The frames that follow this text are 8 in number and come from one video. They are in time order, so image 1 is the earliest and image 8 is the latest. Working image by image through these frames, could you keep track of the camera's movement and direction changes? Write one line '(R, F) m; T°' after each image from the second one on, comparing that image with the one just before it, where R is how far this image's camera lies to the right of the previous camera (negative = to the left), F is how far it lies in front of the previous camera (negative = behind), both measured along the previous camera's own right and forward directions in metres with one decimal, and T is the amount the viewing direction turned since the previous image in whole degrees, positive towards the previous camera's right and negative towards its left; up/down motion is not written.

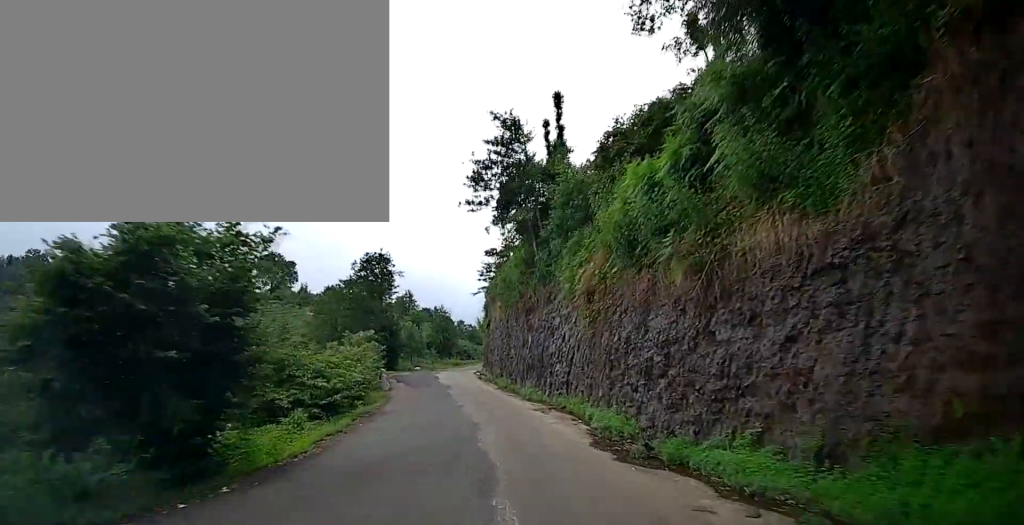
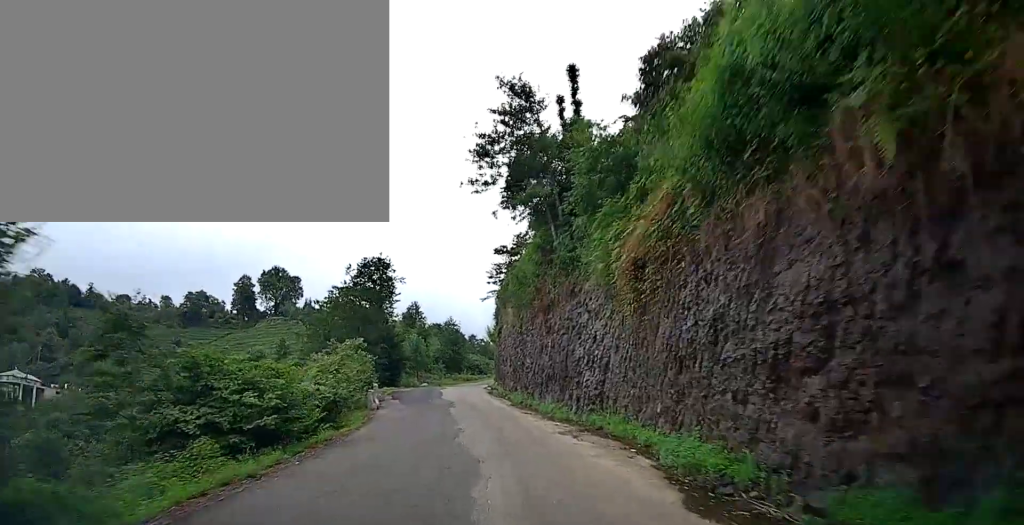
(-0.2, +6.0) m; -1°
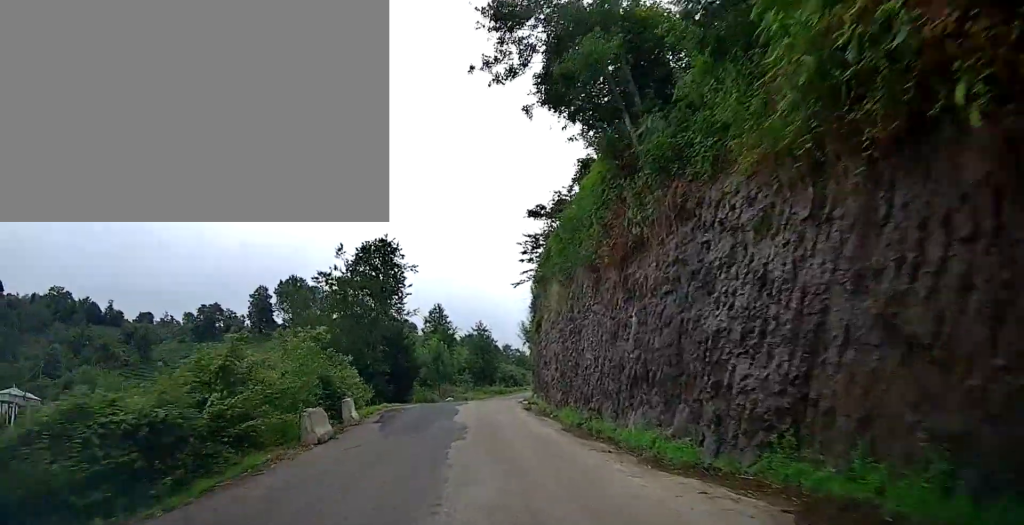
(-0.2, +12.2) m; -1°
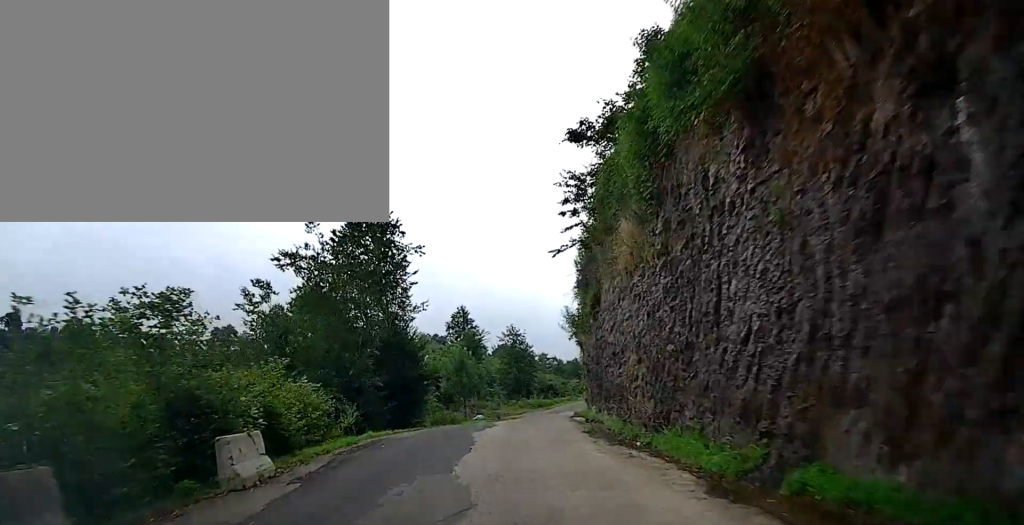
(0.0, +11.3) m; -4°
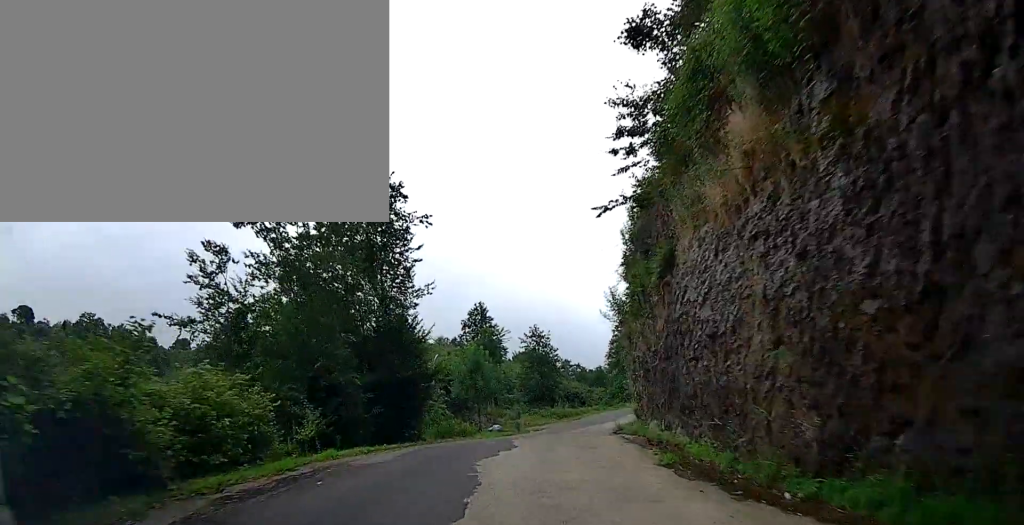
(-0.4, +7.2) m; -3°
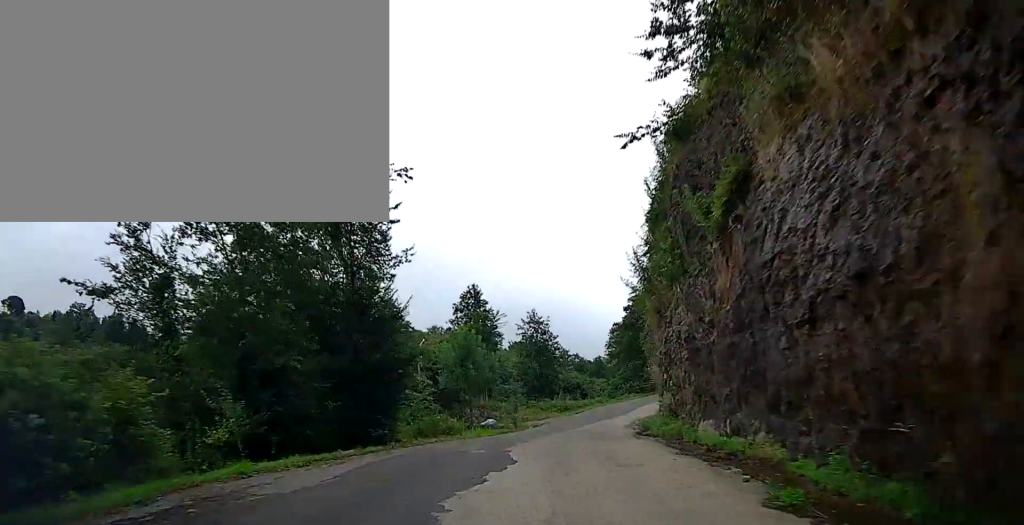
(-0.2, +5.2) m; -2°
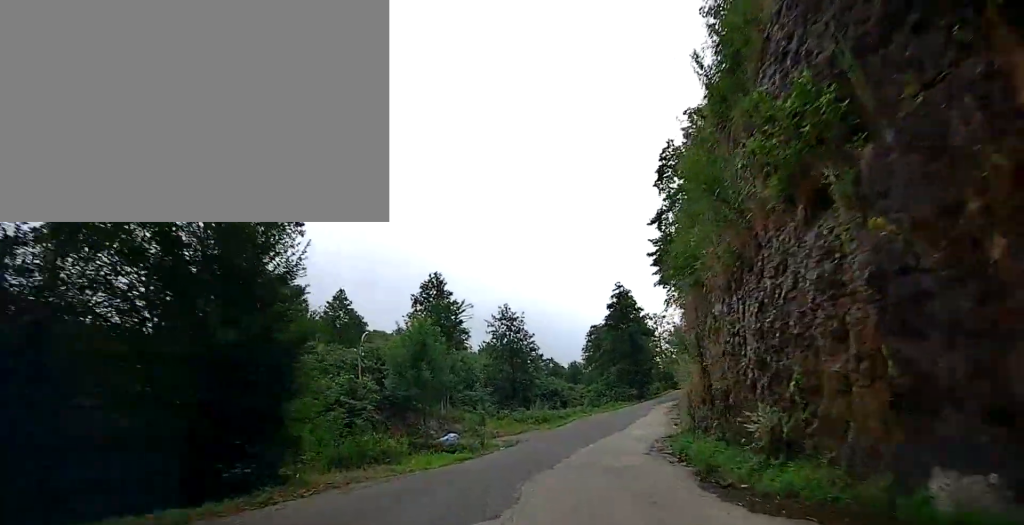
(-0.1, +8.6) m; +3°
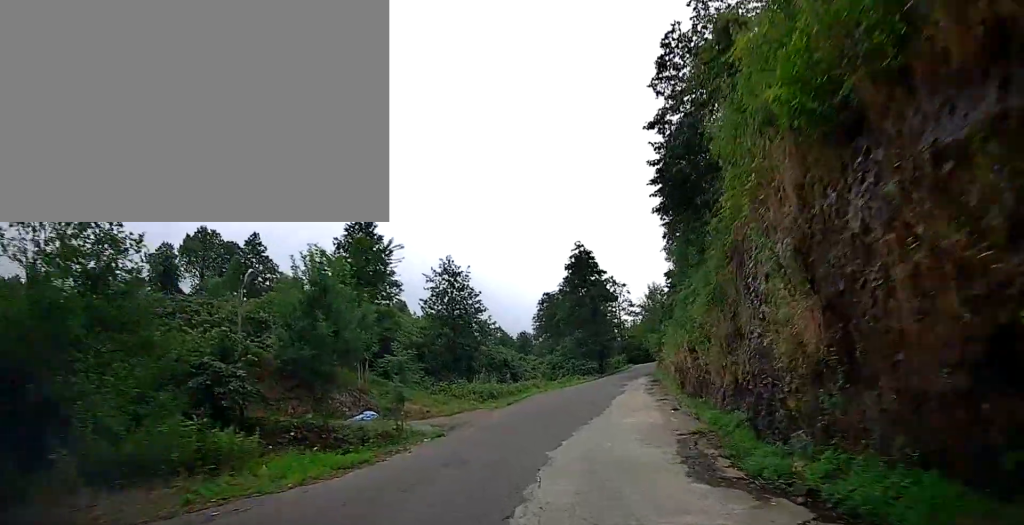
(+0.5, +8.7) m; +6°
